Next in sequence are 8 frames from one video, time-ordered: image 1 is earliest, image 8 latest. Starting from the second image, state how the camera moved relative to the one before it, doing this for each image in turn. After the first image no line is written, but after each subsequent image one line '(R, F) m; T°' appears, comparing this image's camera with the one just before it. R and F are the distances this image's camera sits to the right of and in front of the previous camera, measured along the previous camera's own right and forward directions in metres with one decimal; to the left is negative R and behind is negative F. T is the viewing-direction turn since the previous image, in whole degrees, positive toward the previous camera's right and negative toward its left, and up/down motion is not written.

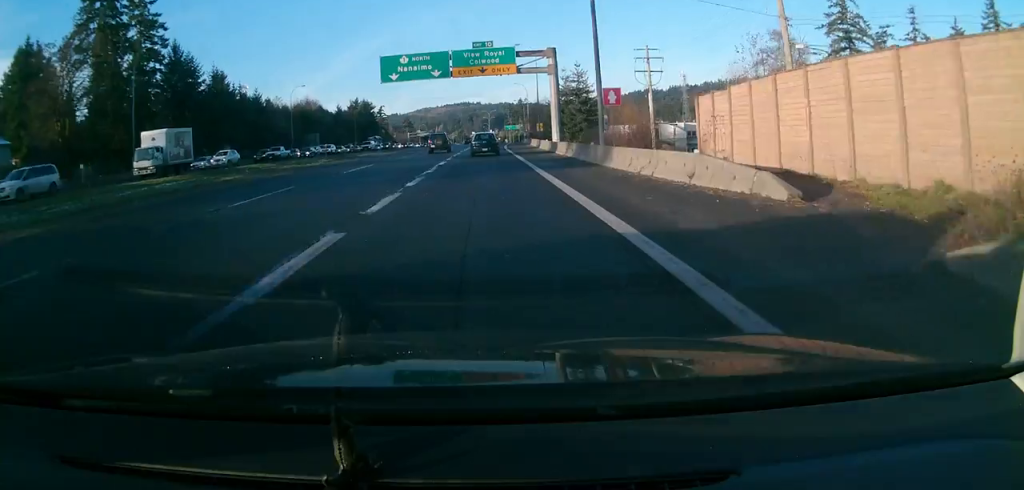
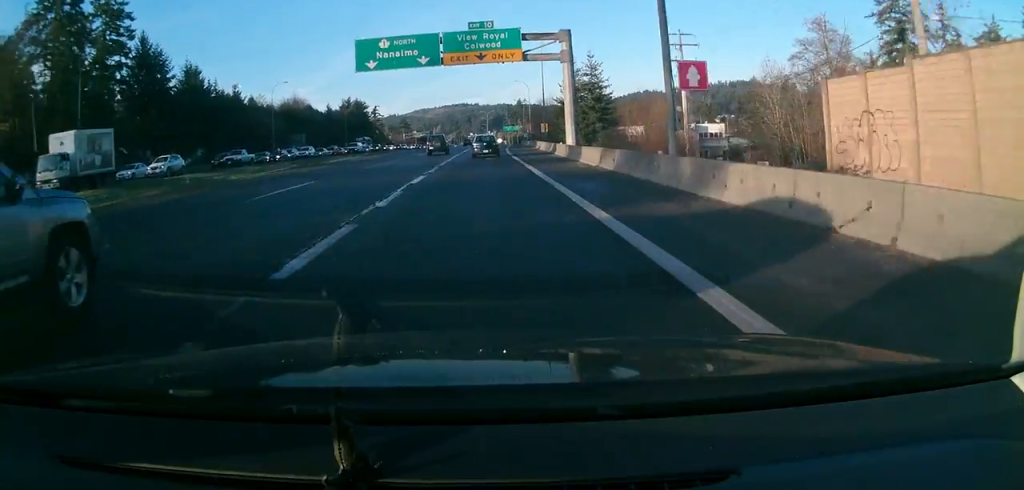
(0.0, +10.5) m; 0°
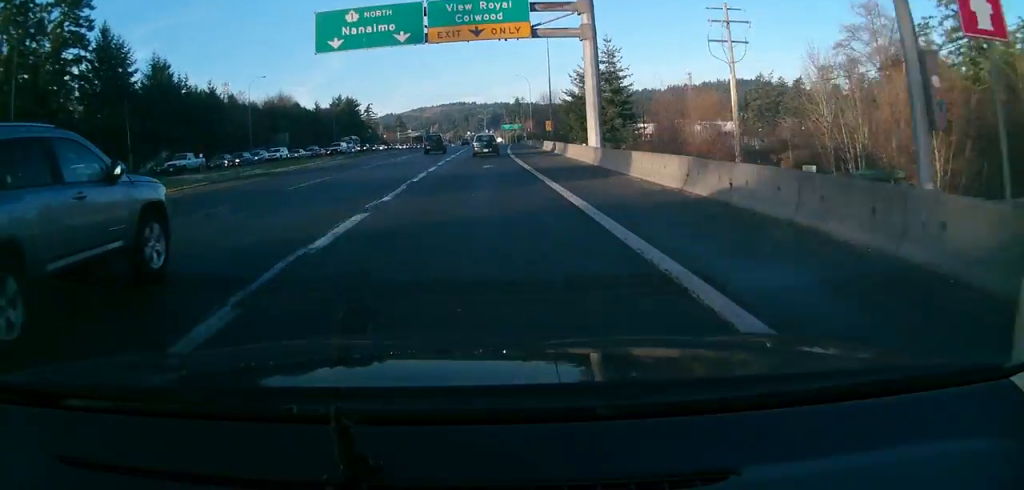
(-0.2, +10.5) m; -1°
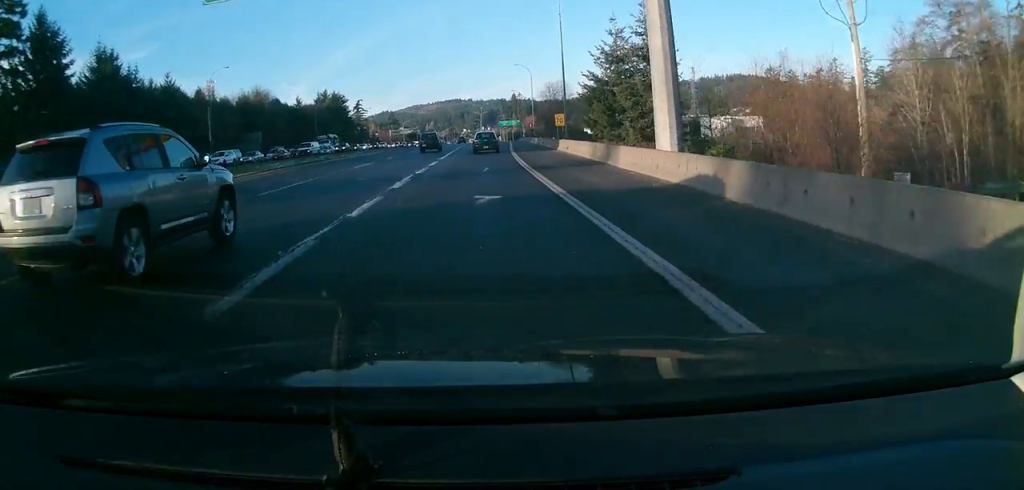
(-0.1, +14.5) m; 0°
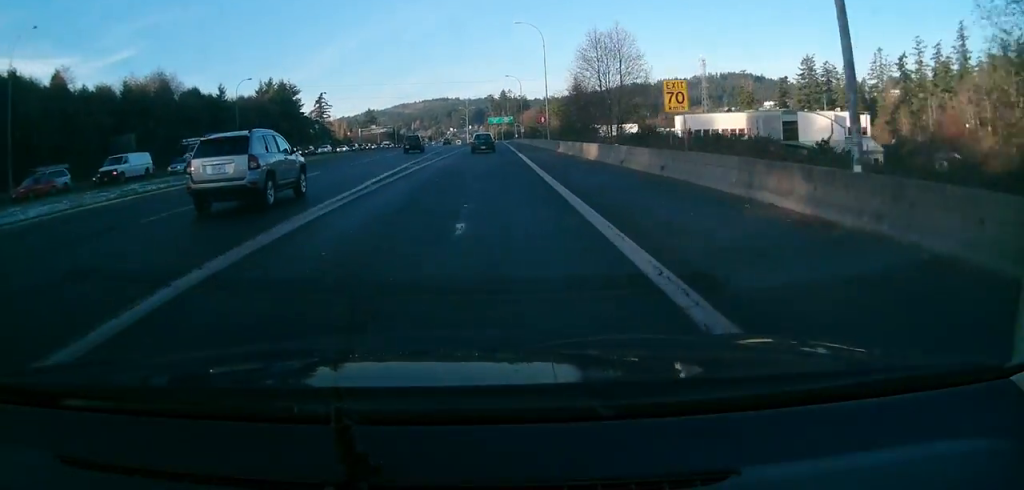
(+0.1, +43.2) m; +1°
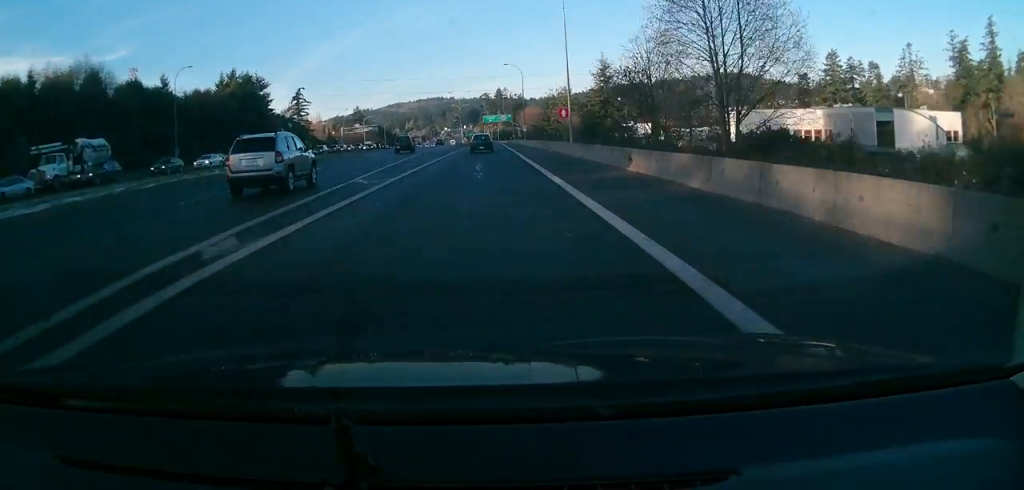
(+0.4, +22.1) m; +1°
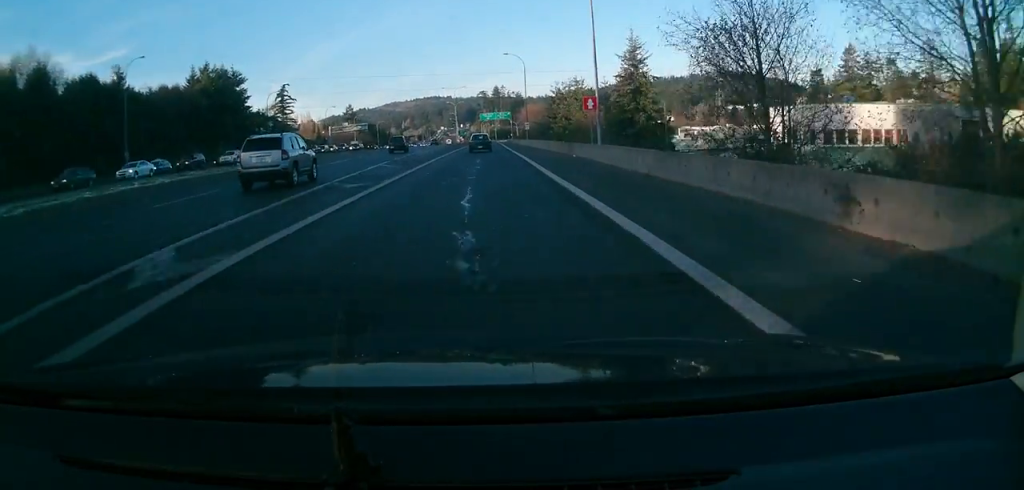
(0.0, +13.2) m; 0°
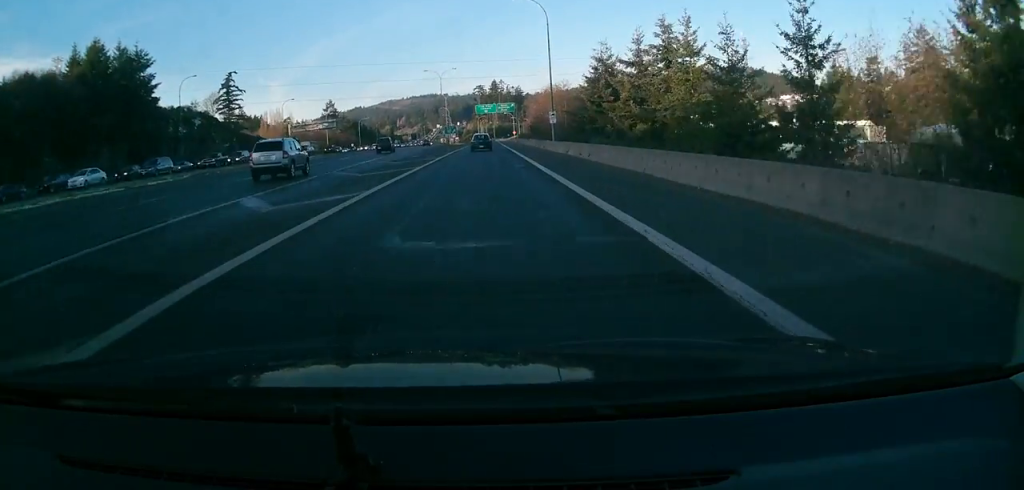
(-0.1, +39.7) m; 0°
